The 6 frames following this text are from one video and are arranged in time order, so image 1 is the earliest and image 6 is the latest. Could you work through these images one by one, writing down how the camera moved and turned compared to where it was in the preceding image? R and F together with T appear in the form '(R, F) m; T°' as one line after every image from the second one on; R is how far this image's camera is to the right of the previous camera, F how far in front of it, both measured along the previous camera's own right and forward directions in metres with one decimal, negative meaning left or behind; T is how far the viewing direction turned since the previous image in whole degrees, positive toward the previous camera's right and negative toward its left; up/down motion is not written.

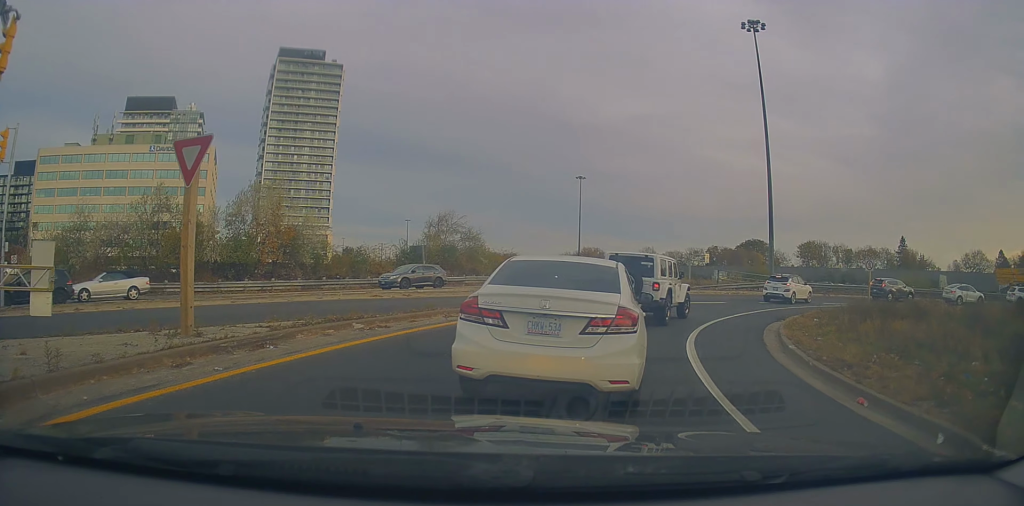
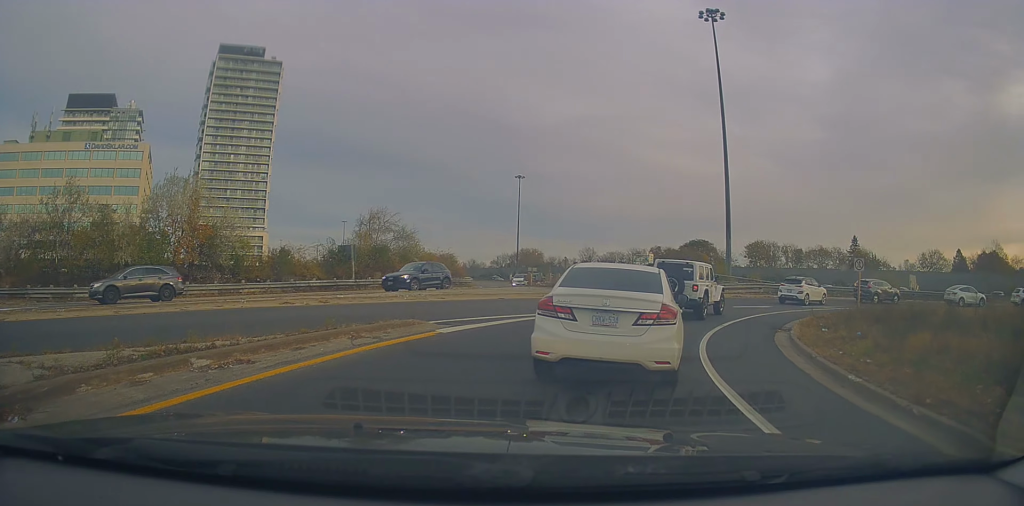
(+0.1, +4.8) m; +9°
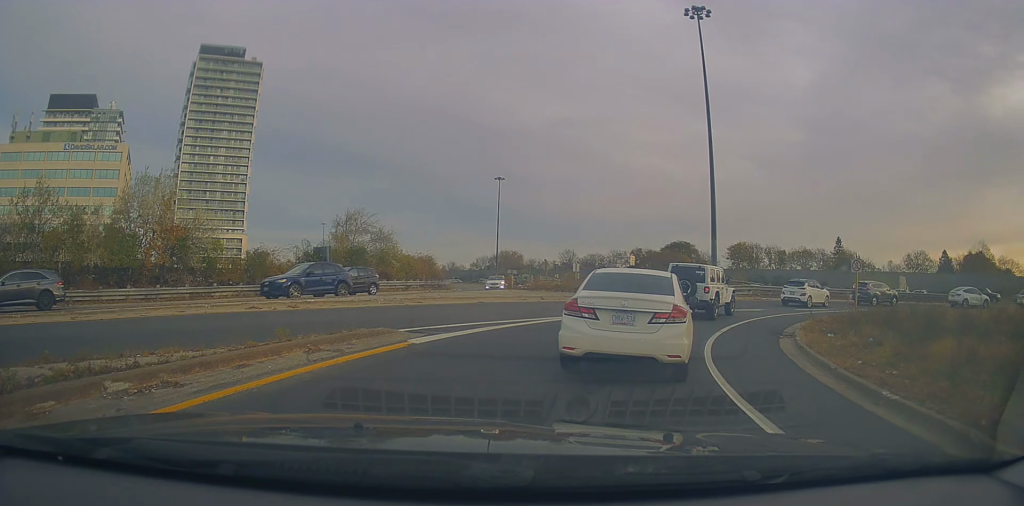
(+0.2, +1.4) m; 0°
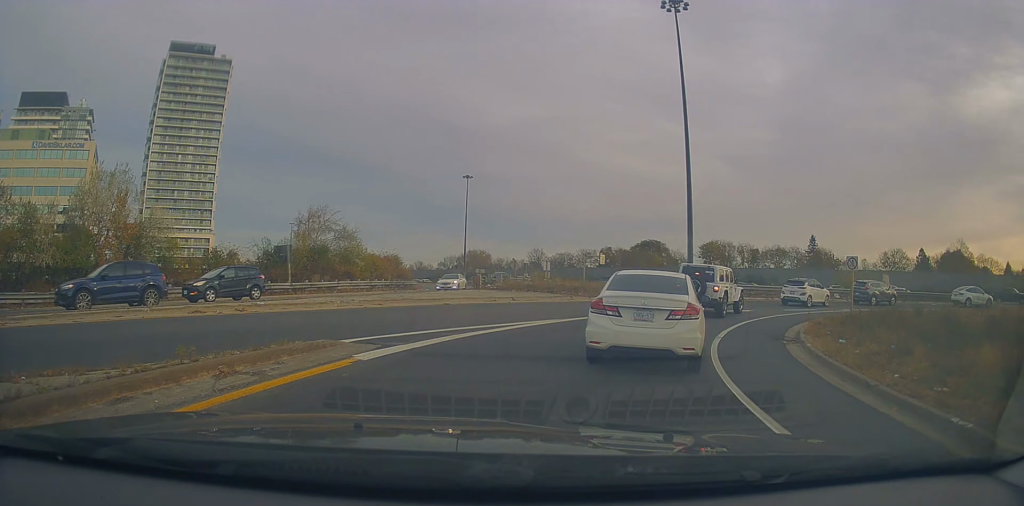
(+0.1, +1.7) m; +1°
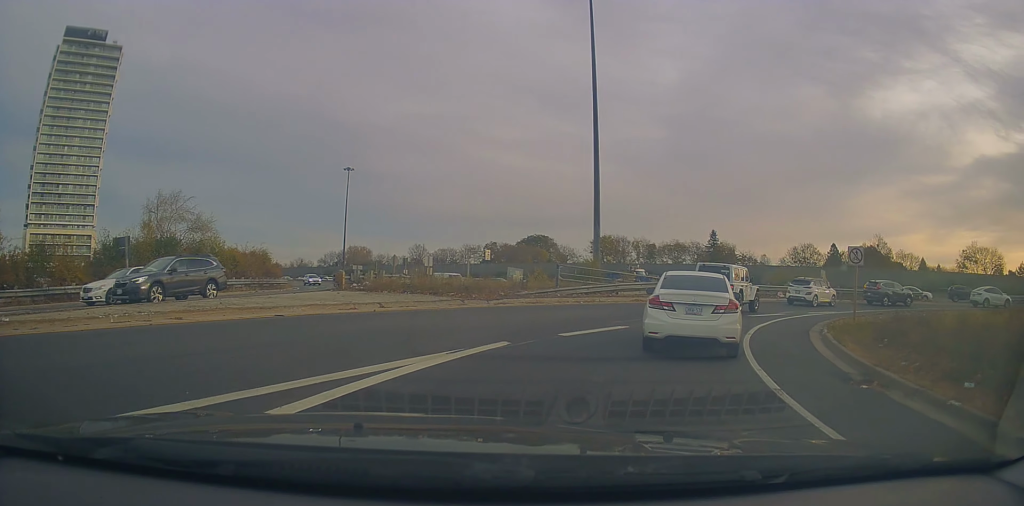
(+0.9, +6.4) m; +15°
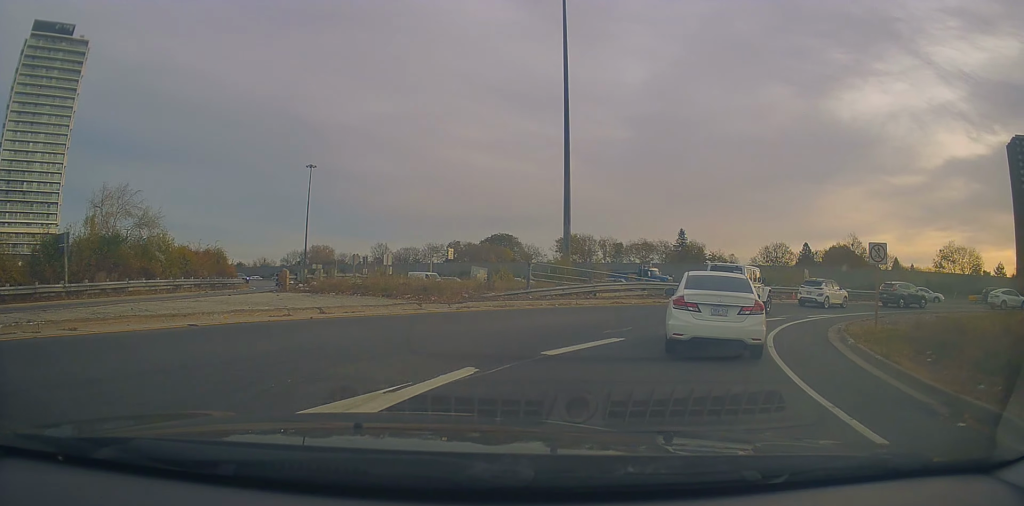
(-0.2, +2.6) m; 0°
